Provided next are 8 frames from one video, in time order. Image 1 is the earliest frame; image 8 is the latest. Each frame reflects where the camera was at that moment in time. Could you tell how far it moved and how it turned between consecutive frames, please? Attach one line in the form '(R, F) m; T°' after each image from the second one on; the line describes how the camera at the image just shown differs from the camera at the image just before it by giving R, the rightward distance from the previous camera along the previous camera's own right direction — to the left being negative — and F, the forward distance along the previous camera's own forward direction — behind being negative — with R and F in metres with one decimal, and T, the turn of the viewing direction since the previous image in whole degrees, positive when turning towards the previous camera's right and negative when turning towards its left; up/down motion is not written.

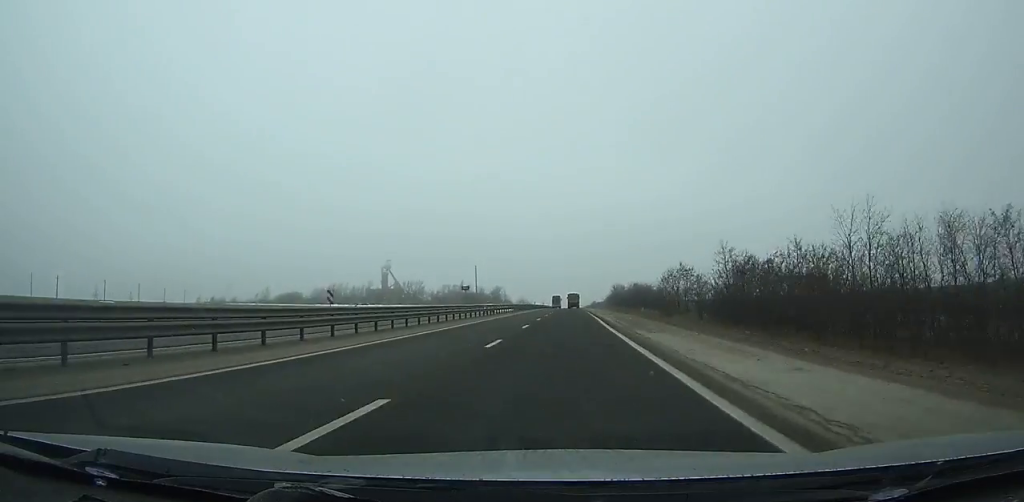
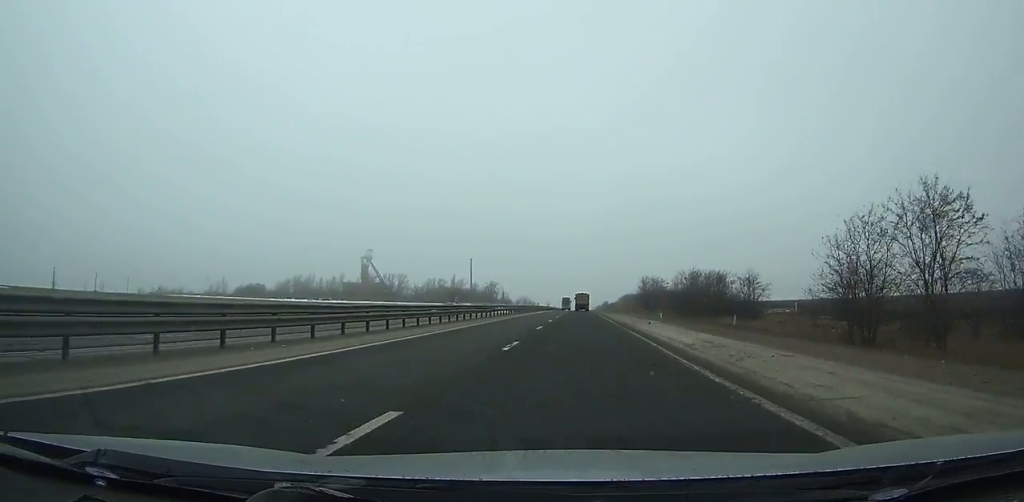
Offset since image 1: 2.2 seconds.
(-0.1, +60.1) m; 0°
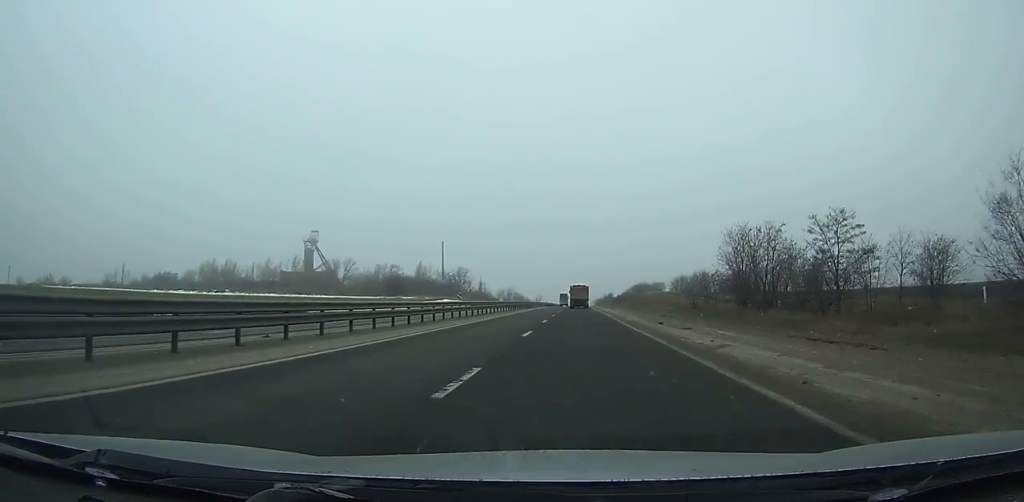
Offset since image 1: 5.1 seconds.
(+0.1, +79.1) m; 0°
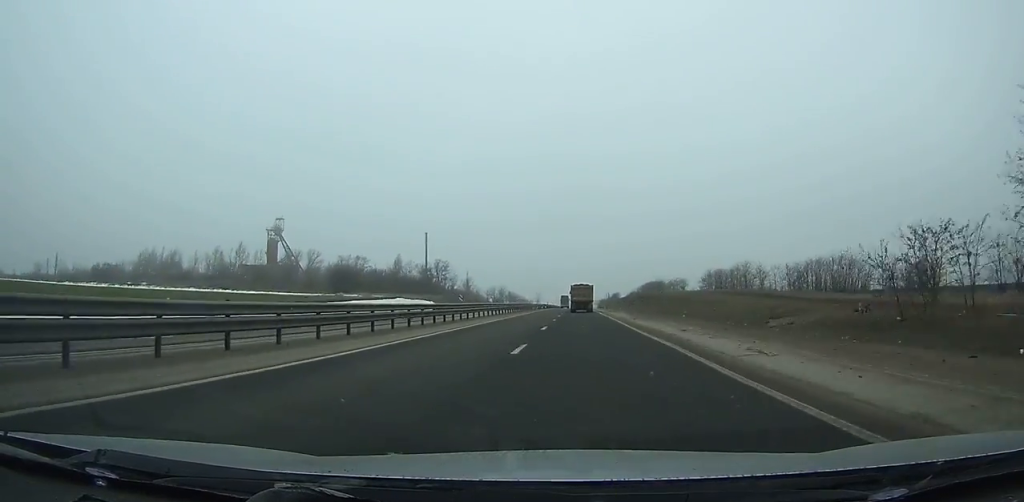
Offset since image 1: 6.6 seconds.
(-0.1, +40.9) m; 0°
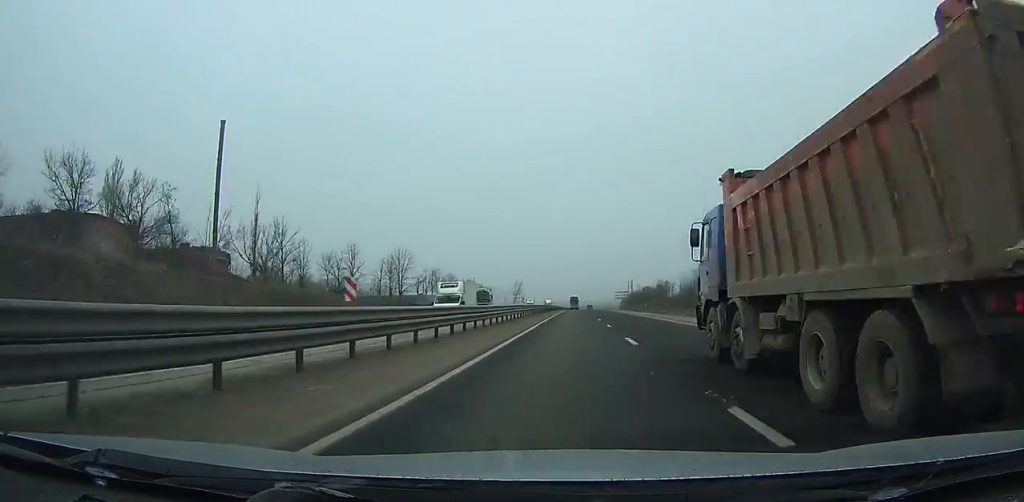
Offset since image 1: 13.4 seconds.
(-0.6, +186.9) m; +1°
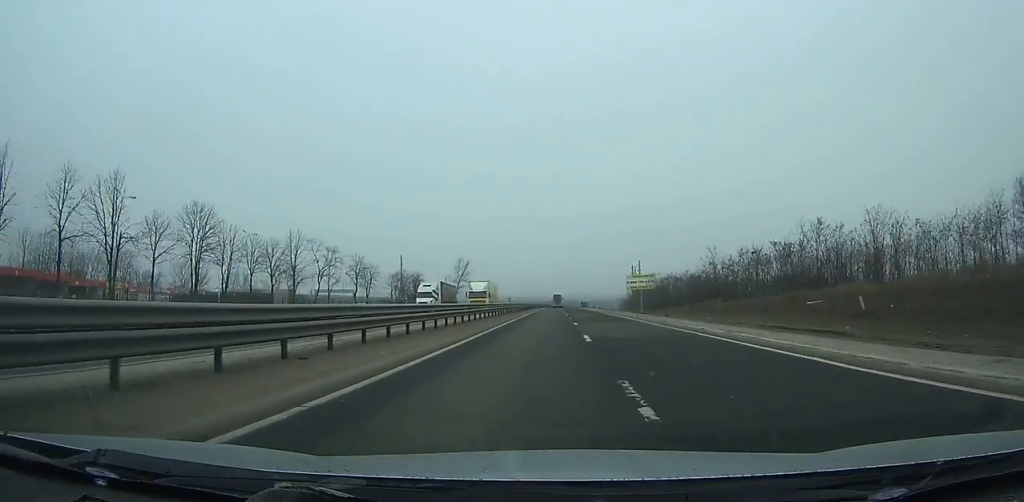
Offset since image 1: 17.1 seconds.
(+1.5, +103.6) m; +1°
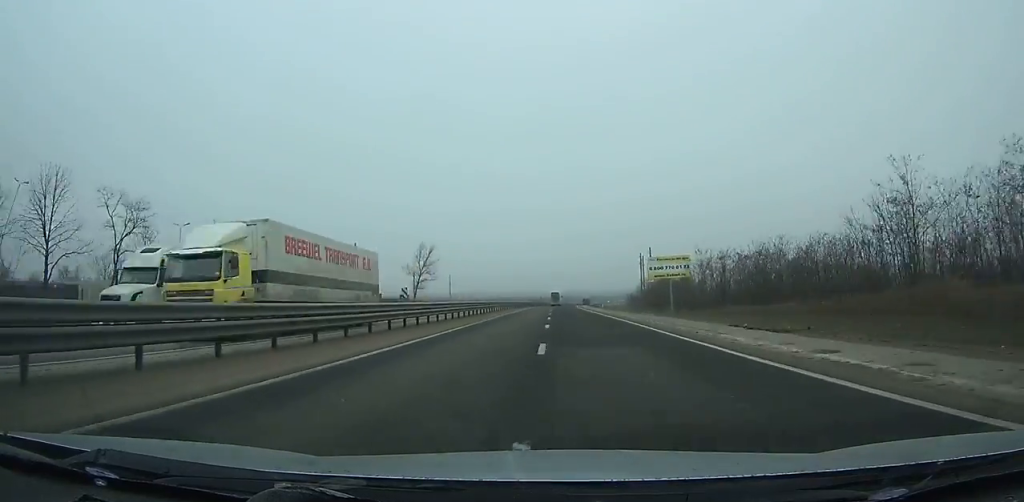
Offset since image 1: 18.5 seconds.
(0.0, +39.2) m; 0°
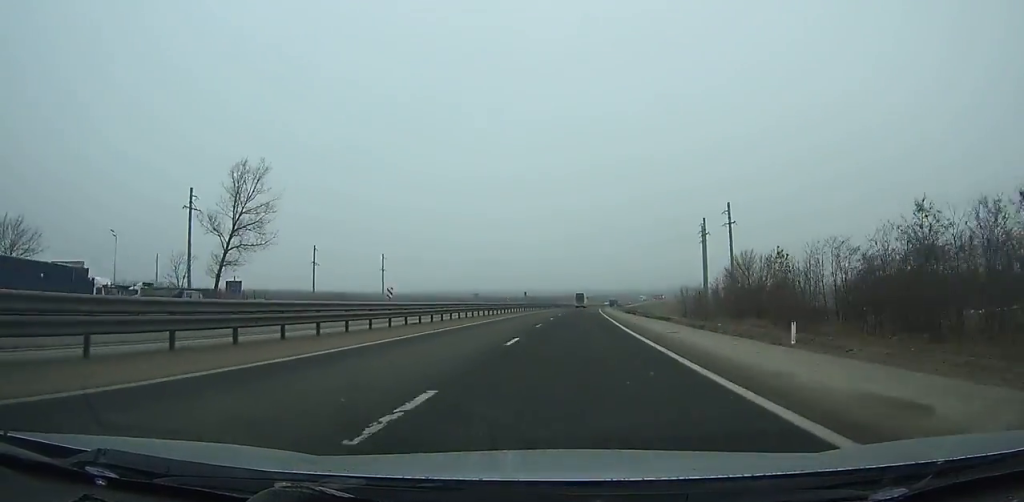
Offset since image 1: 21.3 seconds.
(+0.1, +78.7) m; +1°
